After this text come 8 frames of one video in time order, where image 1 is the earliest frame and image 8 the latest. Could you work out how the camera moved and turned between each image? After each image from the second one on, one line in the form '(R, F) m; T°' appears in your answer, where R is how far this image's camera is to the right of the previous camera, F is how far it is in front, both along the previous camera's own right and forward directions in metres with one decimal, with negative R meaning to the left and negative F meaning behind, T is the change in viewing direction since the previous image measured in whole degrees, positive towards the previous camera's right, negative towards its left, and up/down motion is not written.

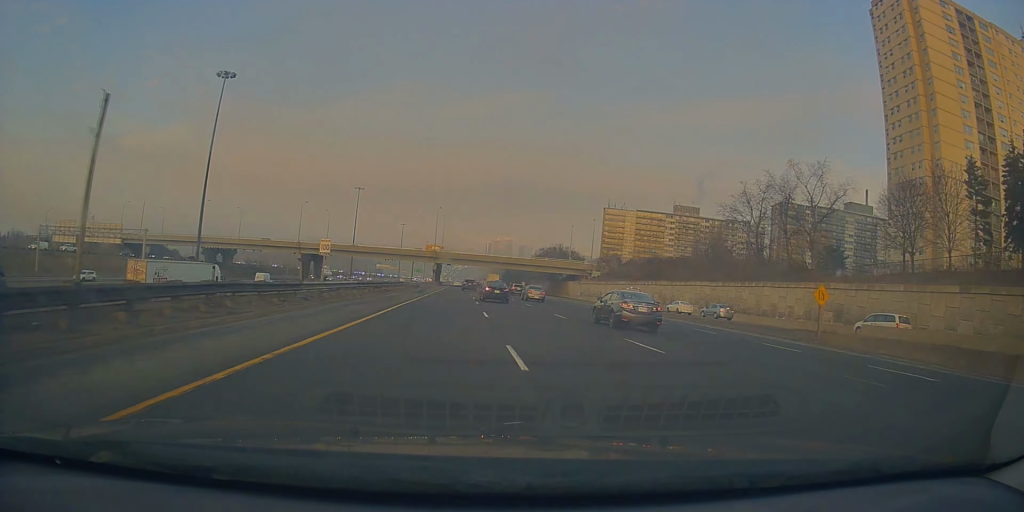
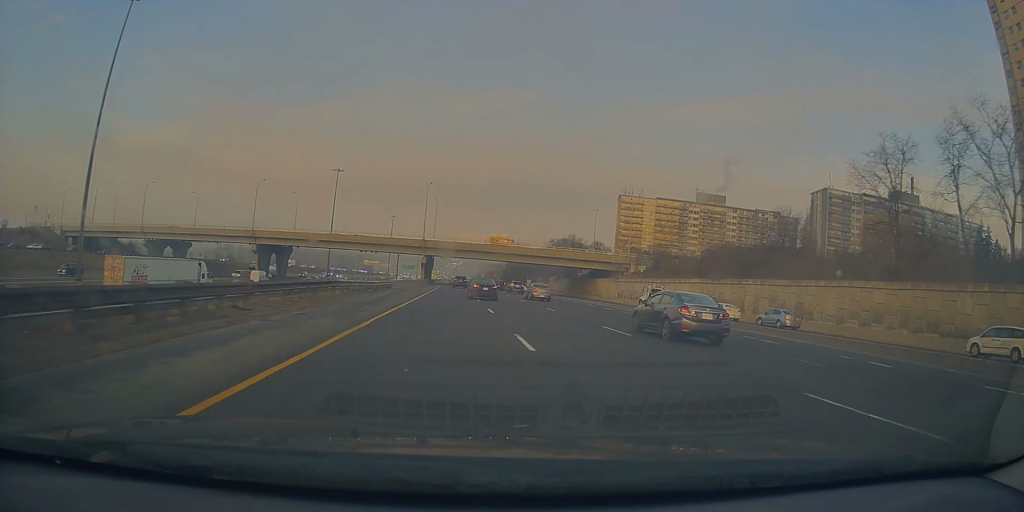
(+0.1, +32.6) m; -1°
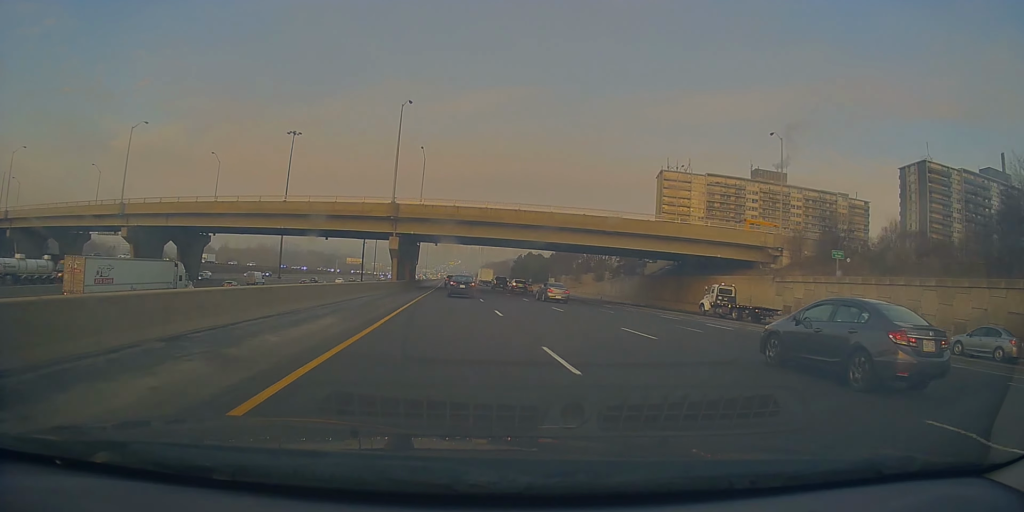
(-0.1, +50.8) m; +1°
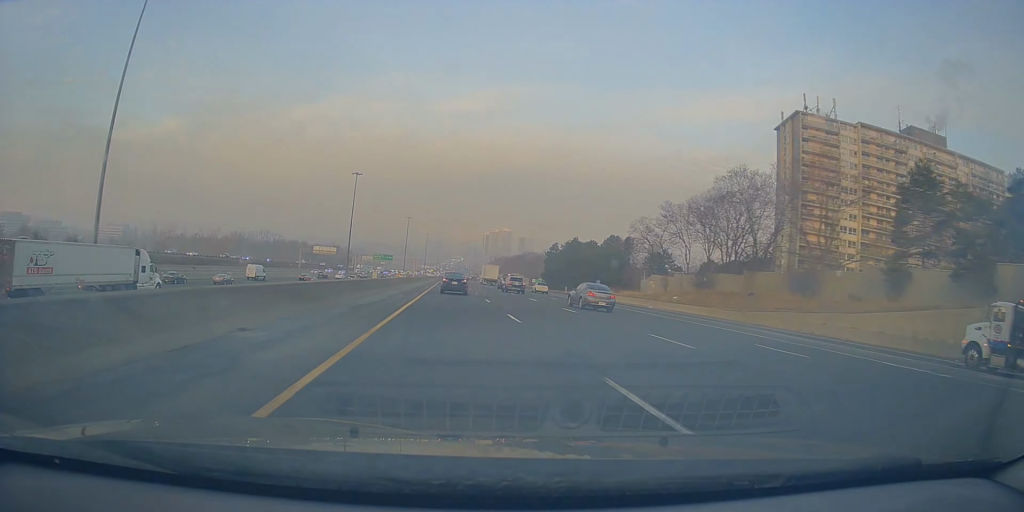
(+0.4, +77.5) m; -1°
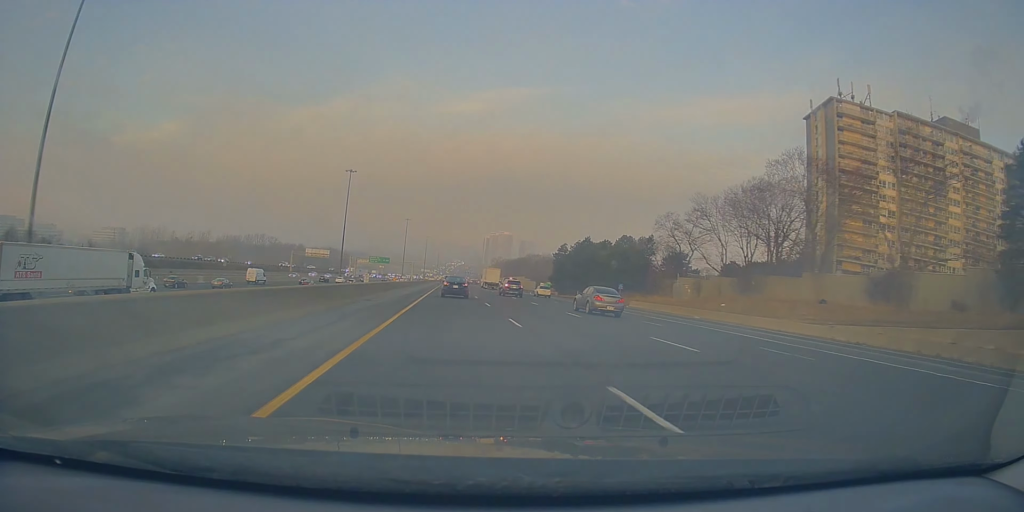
(-0.2, +12.7) m; 0°
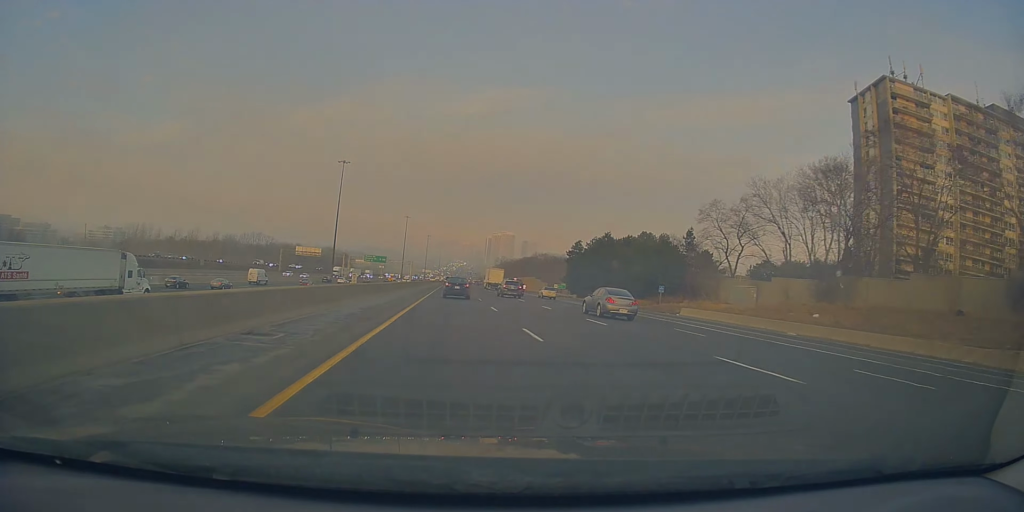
(-0.3, +15.9) m; 0°
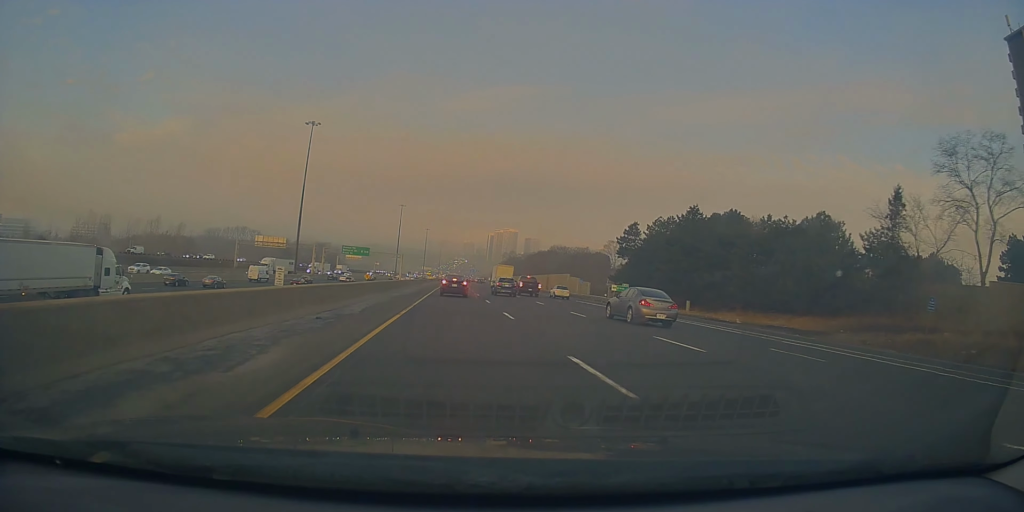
(+0.7, +42.3) m; +1°
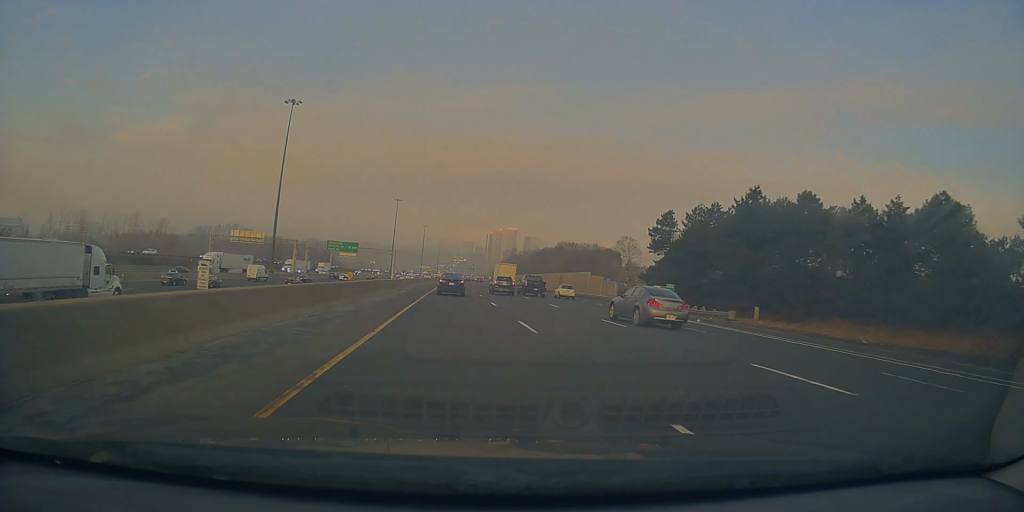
(0.0, +16.9) m; 0°
